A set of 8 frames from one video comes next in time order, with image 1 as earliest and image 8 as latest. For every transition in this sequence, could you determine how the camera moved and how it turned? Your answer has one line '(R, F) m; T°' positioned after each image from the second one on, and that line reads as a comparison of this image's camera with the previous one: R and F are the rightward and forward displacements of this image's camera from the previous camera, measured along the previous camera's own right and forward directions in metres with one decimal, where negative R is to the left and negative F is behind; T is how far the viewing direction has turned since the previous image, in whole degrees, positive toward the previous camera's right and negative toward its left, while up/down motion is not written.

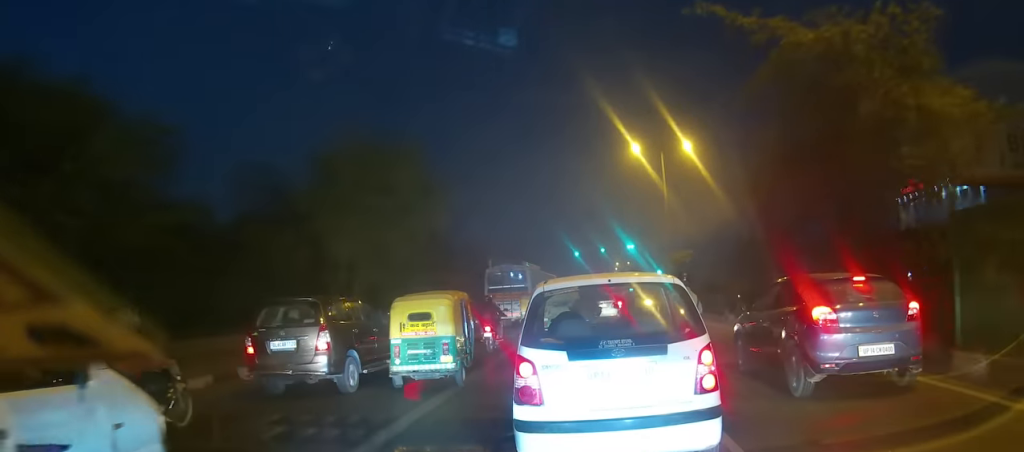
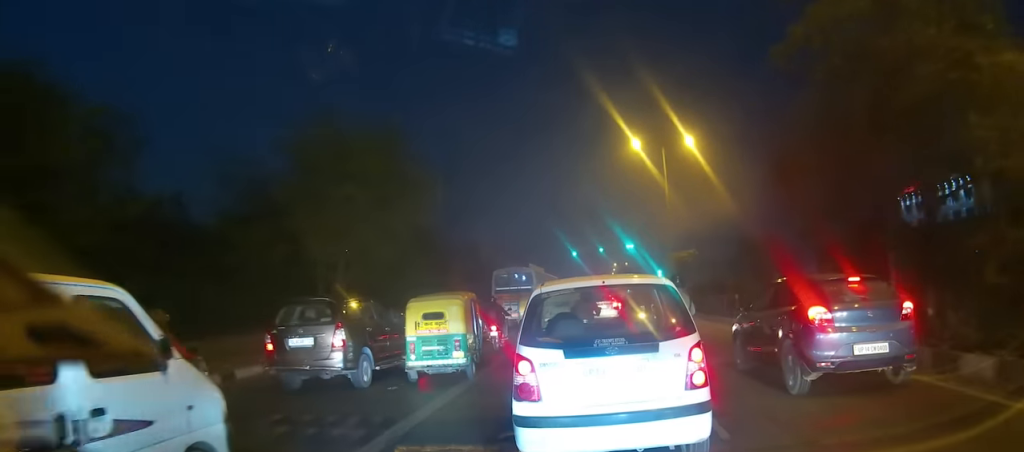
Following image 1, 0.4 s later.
(-0.1, +2.4) m; -1°
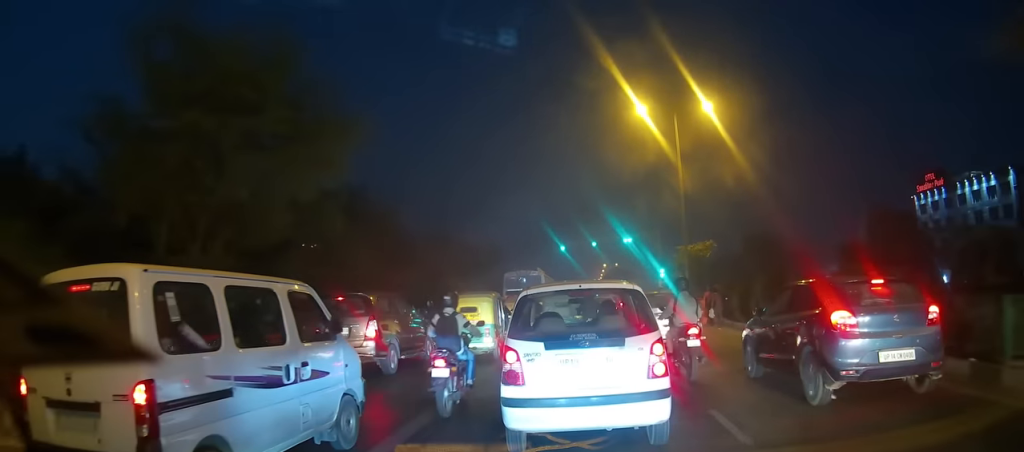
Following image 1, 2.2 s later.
(-0.2, +10.7) m; 0°
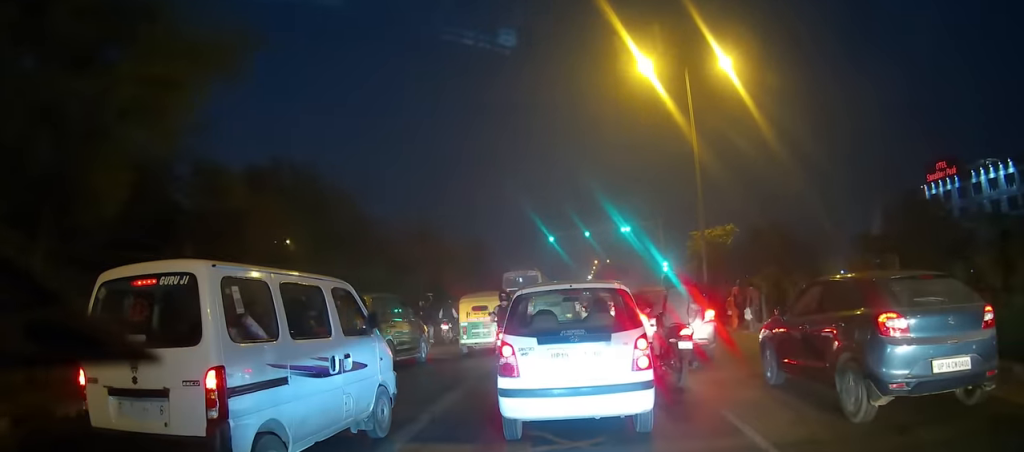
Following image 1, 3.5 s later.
(0.0, +6.7) m; +1°
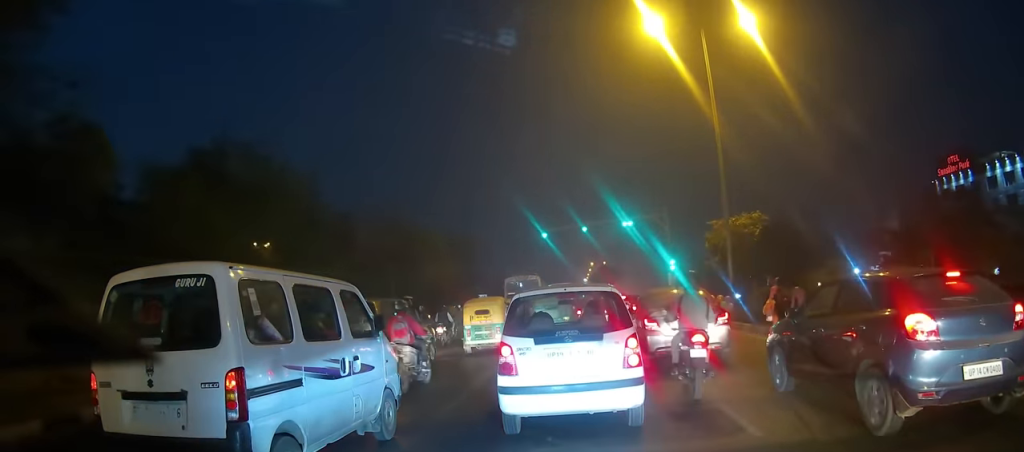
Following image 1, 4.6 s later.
(+0.1, +5.2) m; +2°
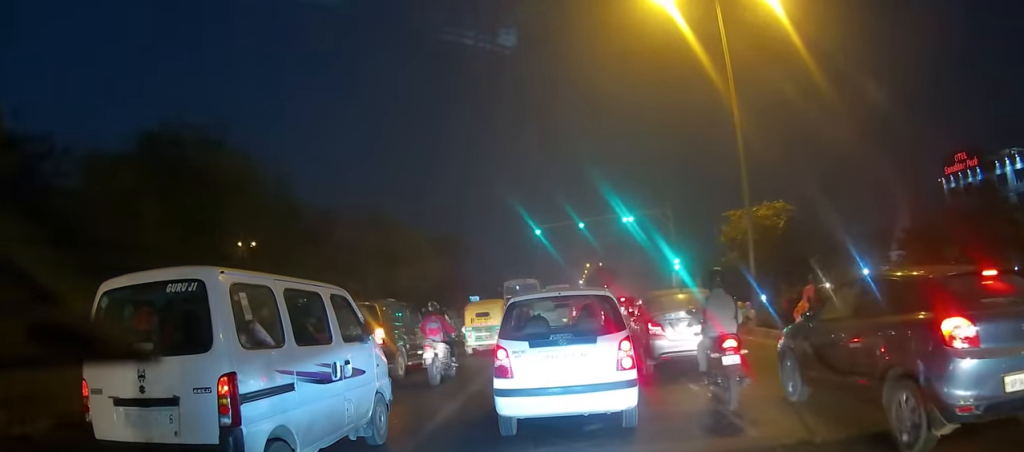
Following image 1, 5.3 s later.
(0.0, +2.8) m; +1°
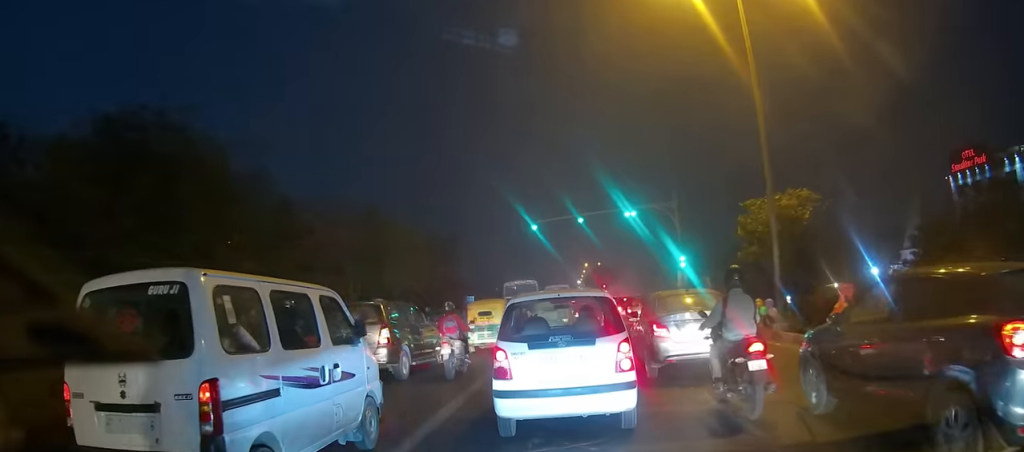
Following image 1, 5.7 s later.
(0.0, +1.7) m; 0°
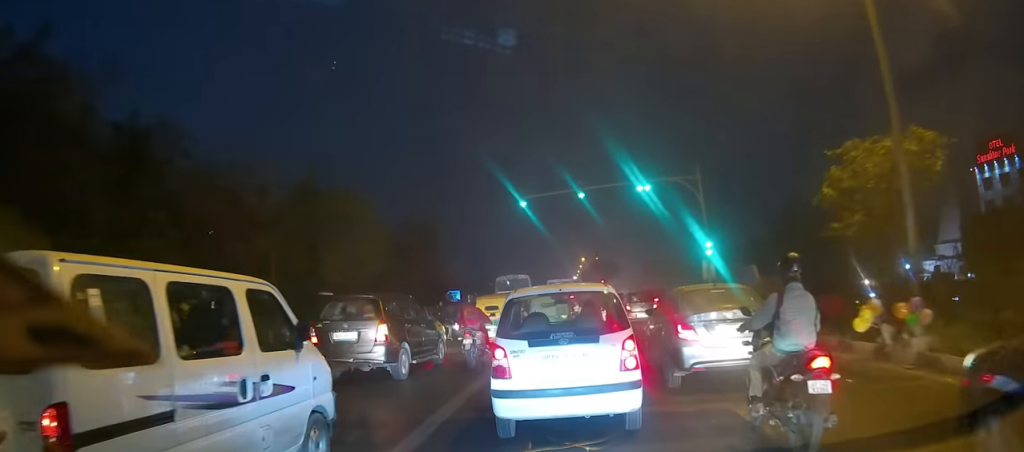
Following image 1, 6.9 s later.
(0.0, +5.1) m; -1°
